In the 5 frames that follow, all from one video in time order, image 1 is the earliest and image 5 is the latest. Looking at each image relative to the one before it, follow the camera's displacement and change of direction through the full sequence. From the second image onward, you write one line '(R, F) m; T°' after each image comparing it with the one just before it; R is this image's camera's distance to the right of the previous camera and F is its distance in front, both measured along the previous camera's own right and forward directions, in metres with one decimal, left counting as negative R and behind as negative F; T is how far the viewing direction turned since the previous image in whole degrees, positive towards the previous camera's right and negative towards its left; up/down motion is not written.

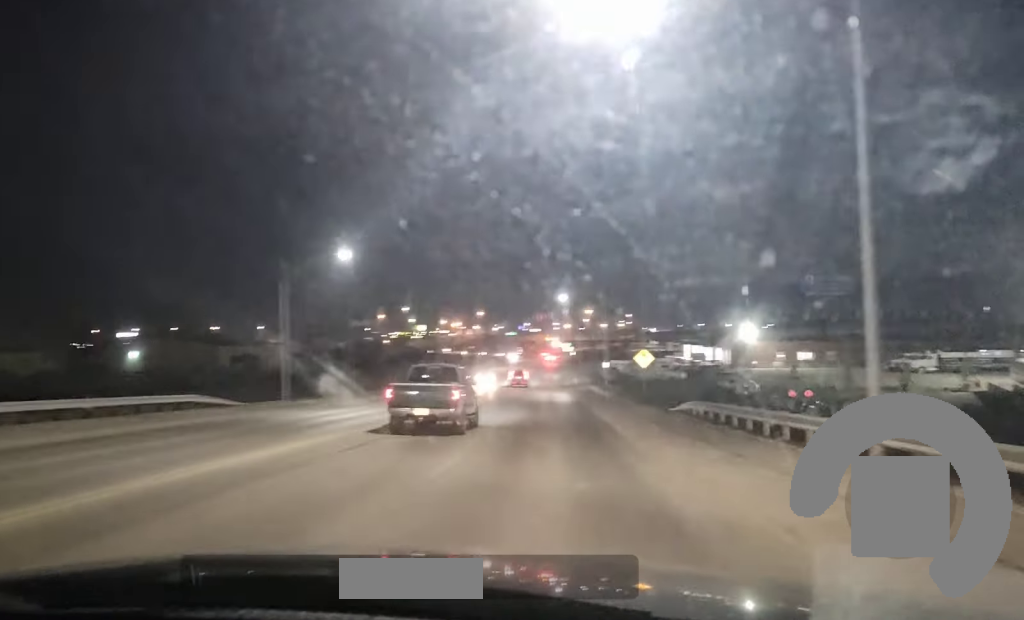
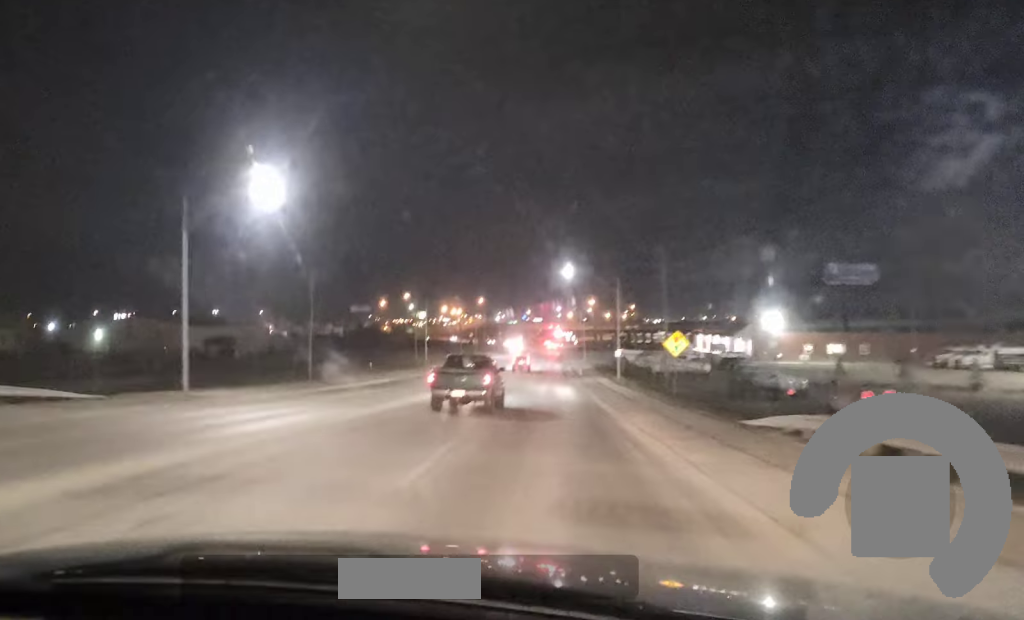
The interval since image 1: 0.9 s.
(-0.1, +14.6) m; 0°
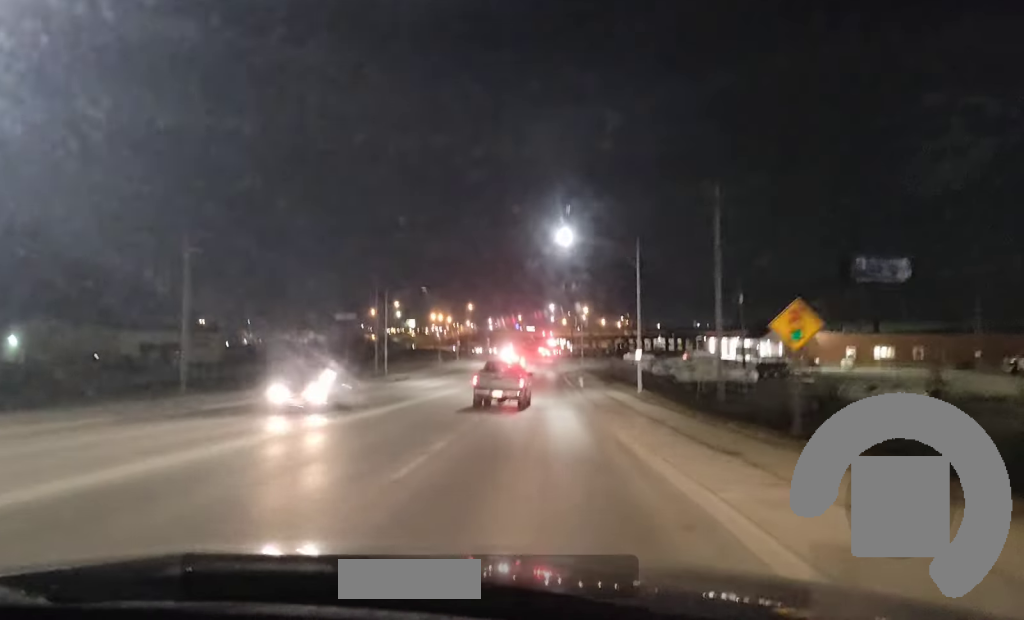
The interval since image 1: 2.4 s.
(+0.3, +23.5) m; +1°
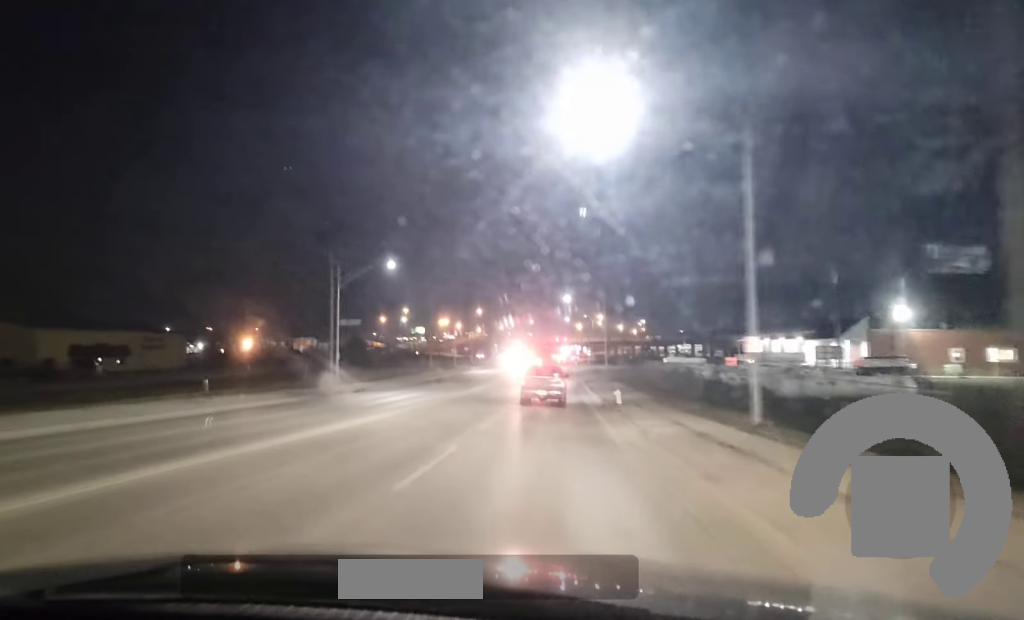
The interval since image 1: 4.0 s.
(-0.3, +24.8) m; -1°
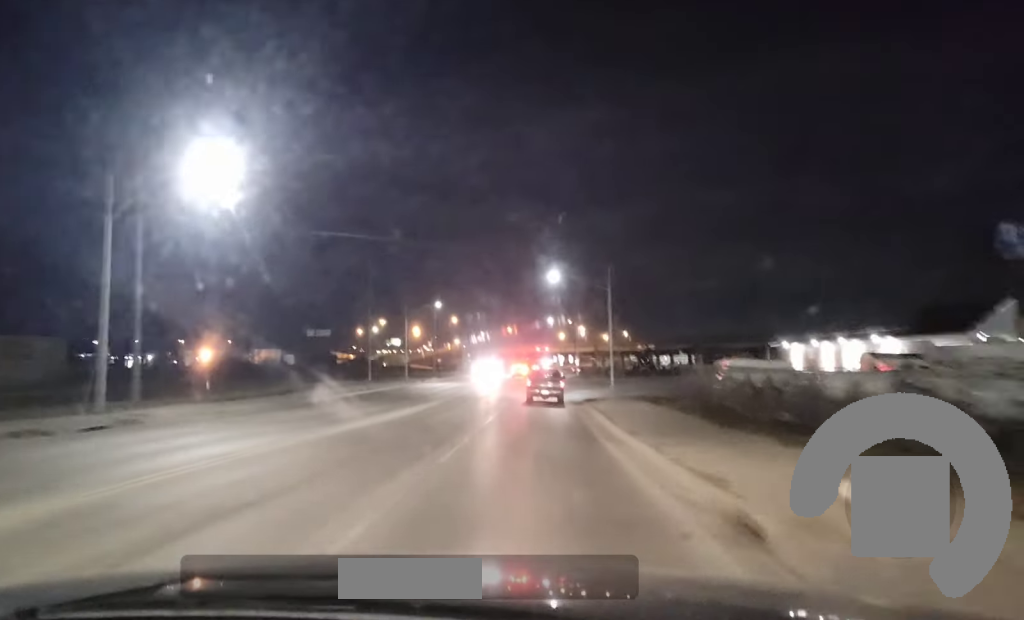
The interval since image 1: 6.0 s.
(+0.1, +32.3) m; 0°
